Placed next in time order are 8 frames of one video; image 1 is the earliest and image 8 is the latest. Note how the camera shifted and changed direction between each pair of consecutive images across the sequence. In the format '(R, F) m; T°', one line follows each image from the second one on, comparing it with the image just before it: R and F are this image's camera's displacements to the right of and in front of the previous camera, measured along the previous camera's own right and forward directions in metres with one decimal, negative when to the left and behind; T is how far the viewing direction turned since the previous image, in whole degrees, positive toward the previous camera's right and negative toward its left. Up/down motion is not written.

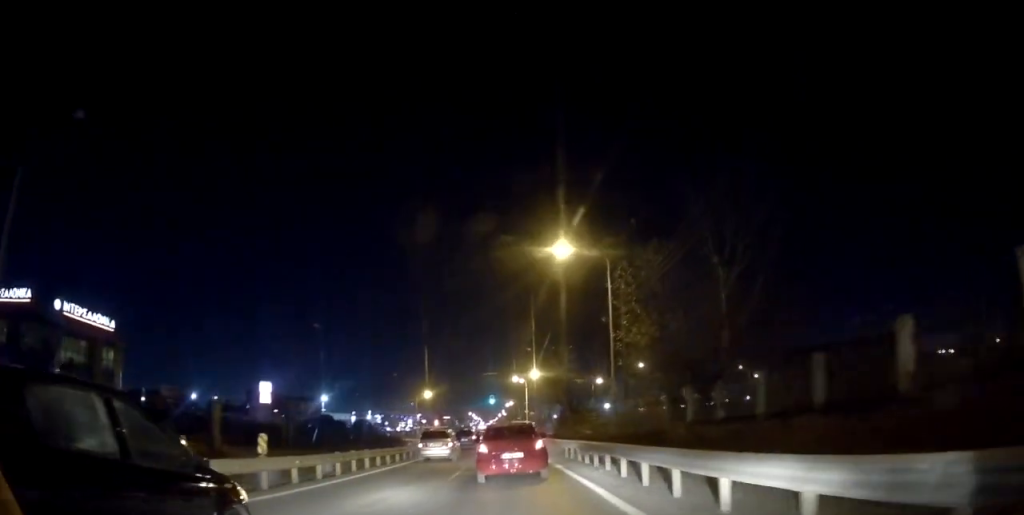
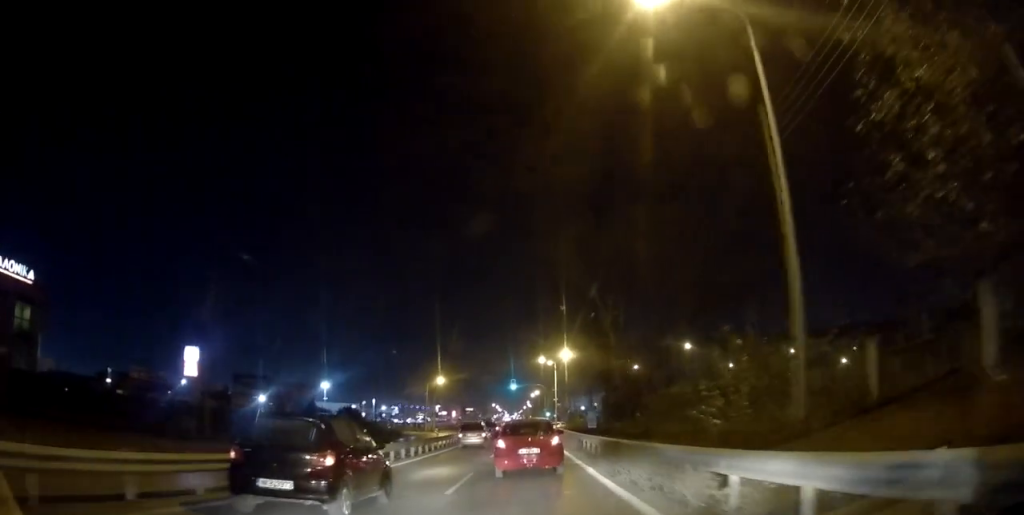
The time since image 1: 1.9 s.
(+0.1, +17.4) m; -1°
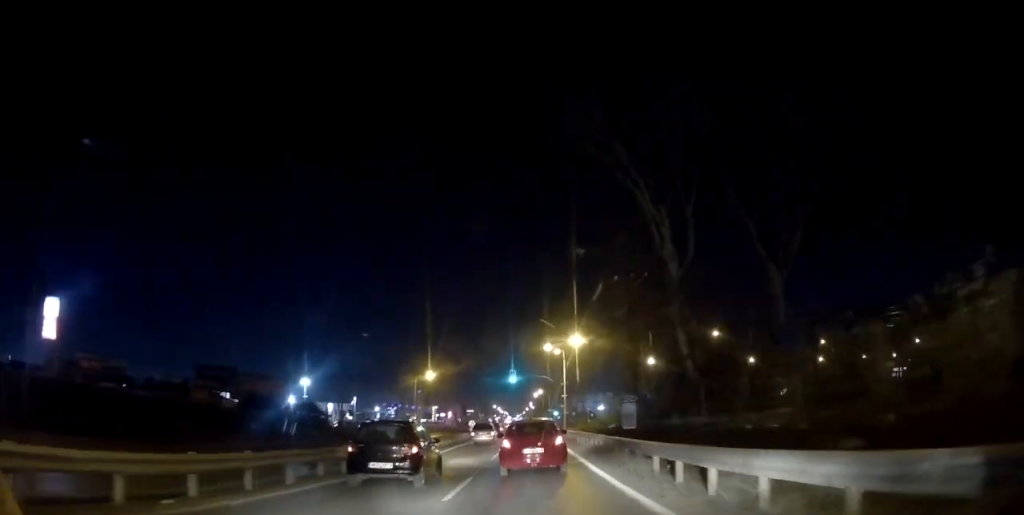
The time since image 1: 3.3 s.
(-0.3, +13.9) m; 0°
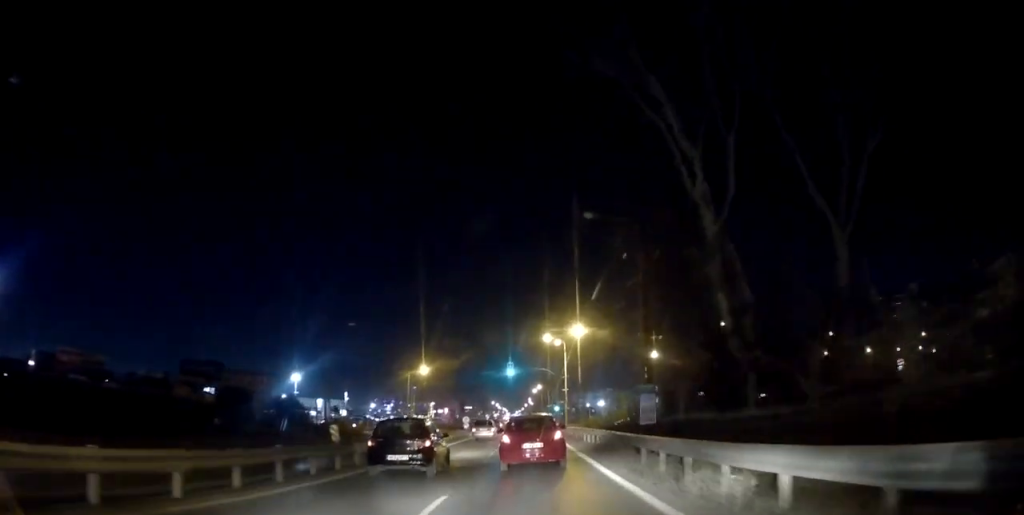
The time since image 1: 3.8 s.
(+0.1, +4.4) m; 0°
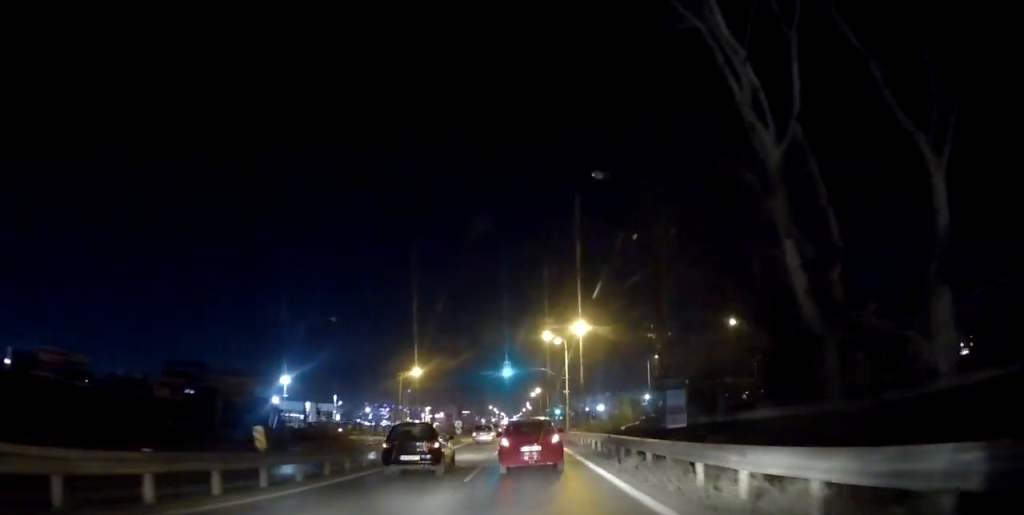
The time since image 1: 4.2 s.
(+0.1, +4.6) m; 0°
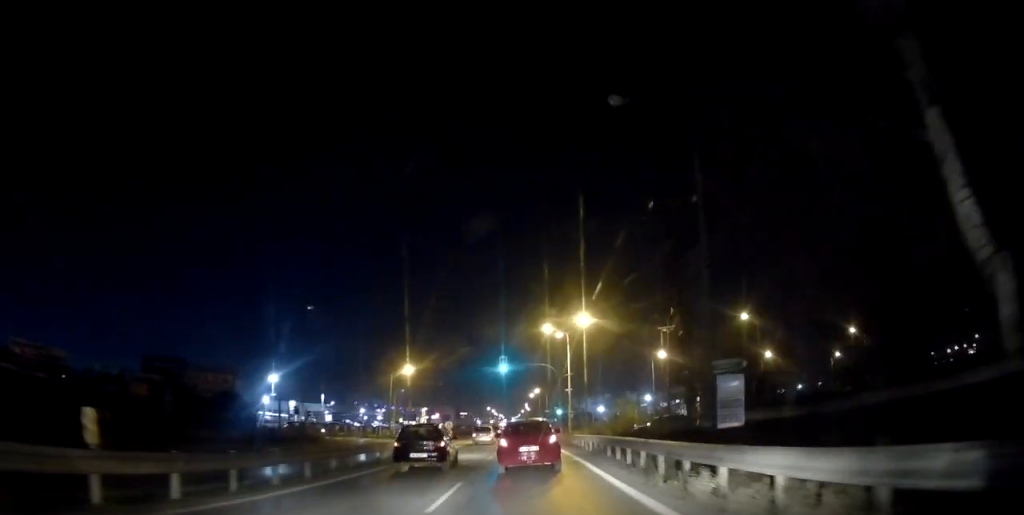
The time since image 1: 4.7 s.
(0.0, +5.2) m; 0°
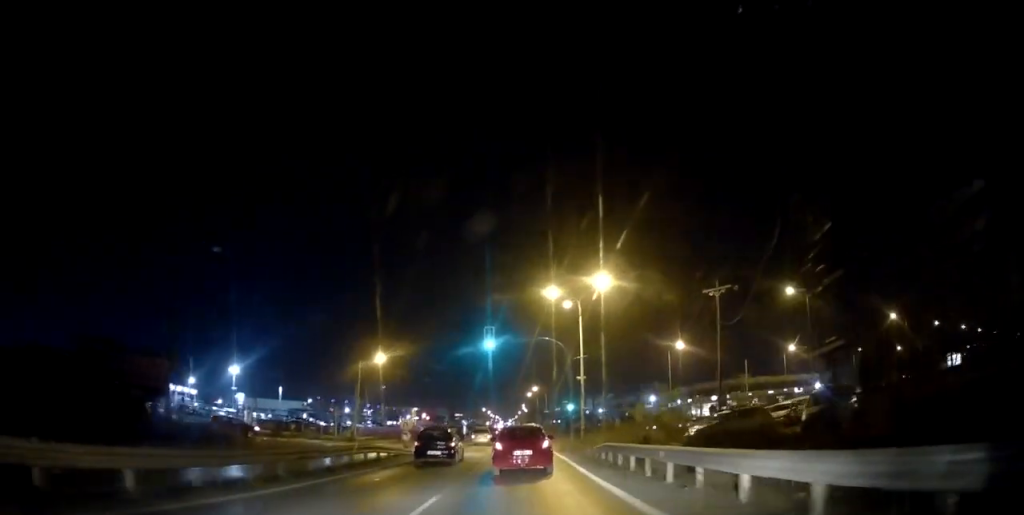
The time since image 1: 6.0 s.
(0.0, +14.2) m; 0°
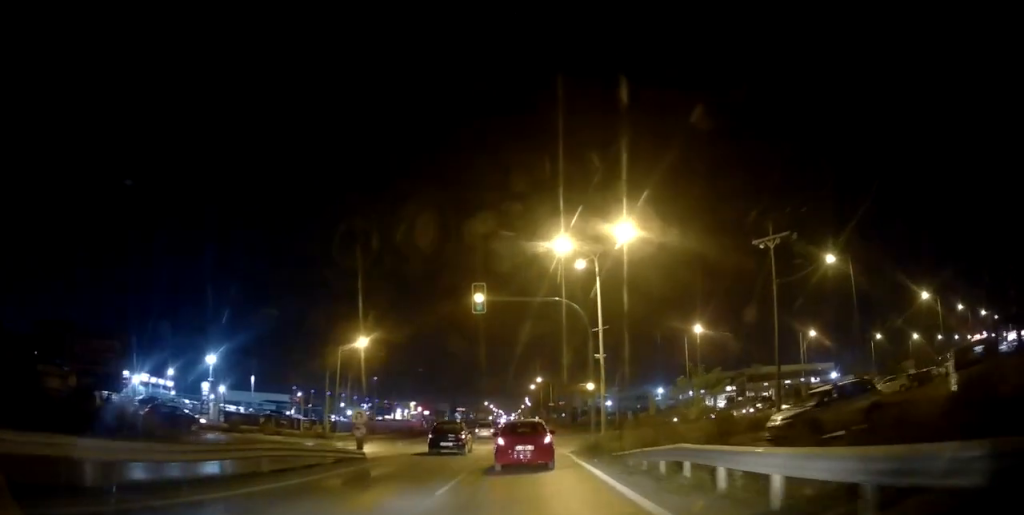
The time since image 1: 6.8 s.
(0.0, +8.4) m; -1°
